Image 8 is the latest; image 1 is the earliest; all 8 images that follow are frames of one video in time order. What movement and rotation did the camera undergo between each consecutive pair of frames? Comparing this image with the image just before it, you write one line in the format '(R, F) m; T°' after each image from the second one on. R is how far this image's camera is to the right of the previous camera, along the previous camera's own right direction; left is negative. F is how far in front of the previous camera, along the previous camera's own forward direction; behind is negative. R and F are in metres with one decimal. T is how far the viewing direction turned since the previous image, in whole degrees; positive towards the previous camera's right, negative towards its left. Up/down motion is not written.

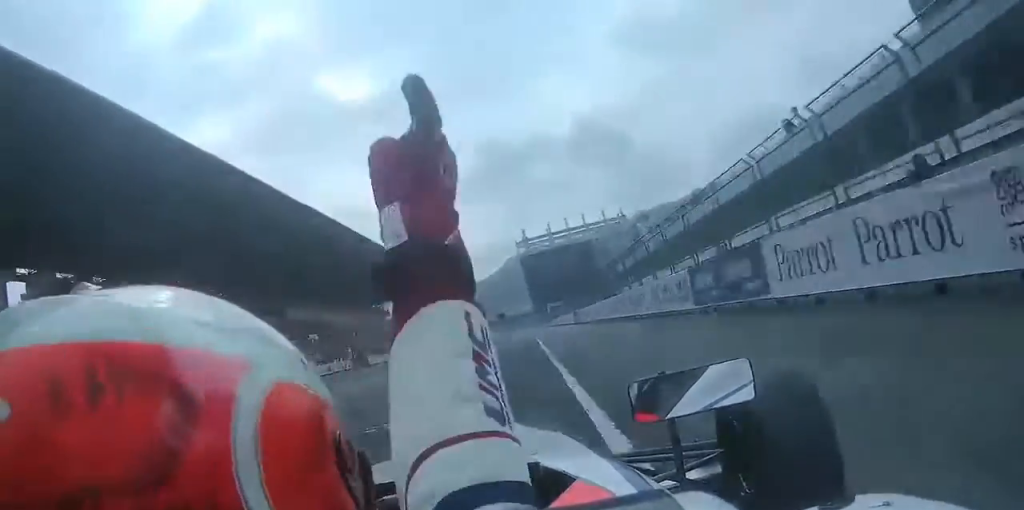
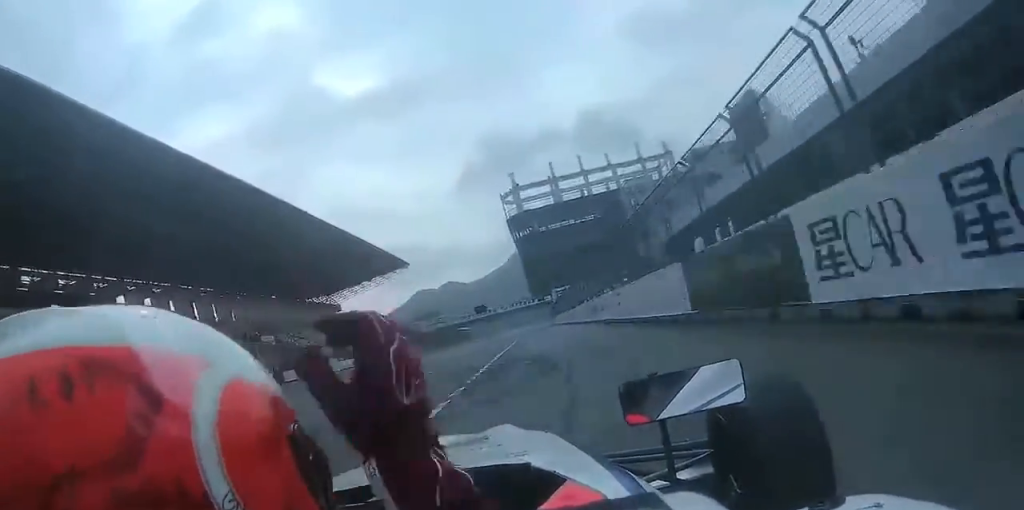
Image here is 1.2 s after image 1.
(-1.2, +62.3) m; -2°
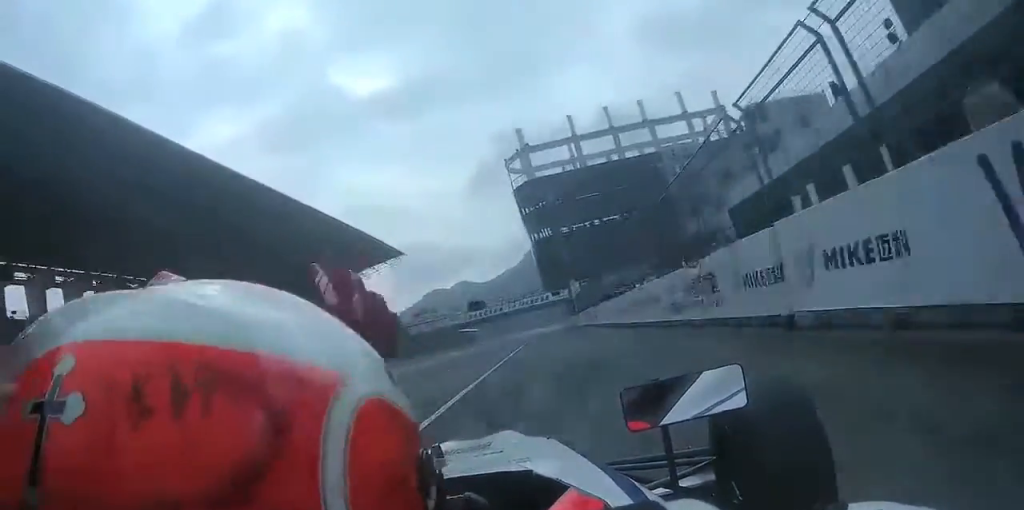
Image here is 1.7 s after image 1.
(-0.2, +21.2) m; -1°
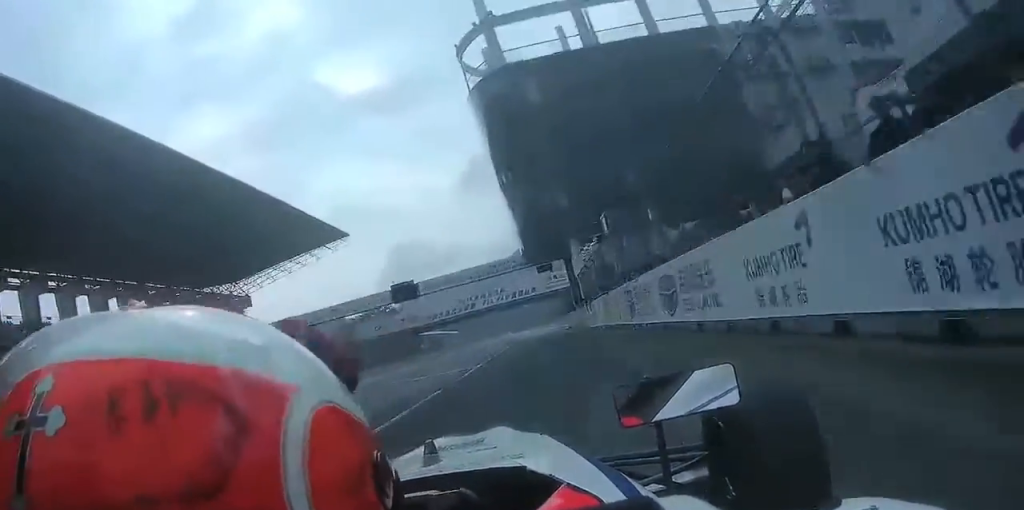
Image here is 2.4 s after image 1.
(-0.2, +35.3) m; -1°
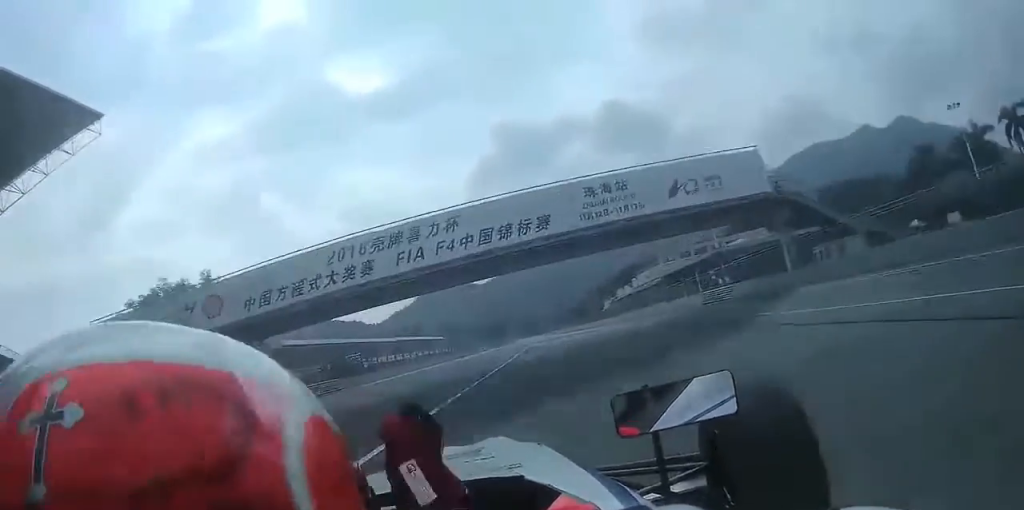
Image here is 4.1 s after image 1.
(-0.9, +75.8) m; -1°
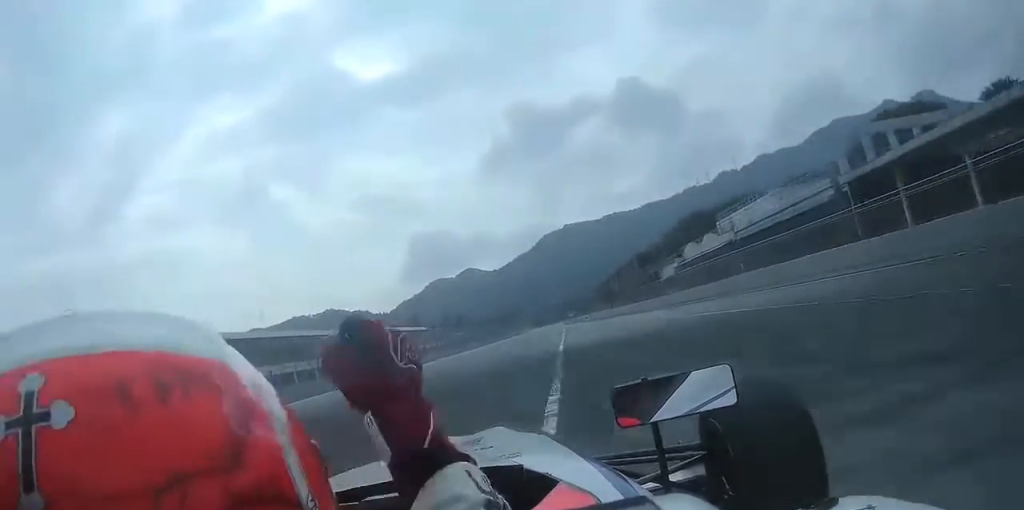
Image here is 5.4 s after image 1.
(-0.1, +53.1) m; -1°
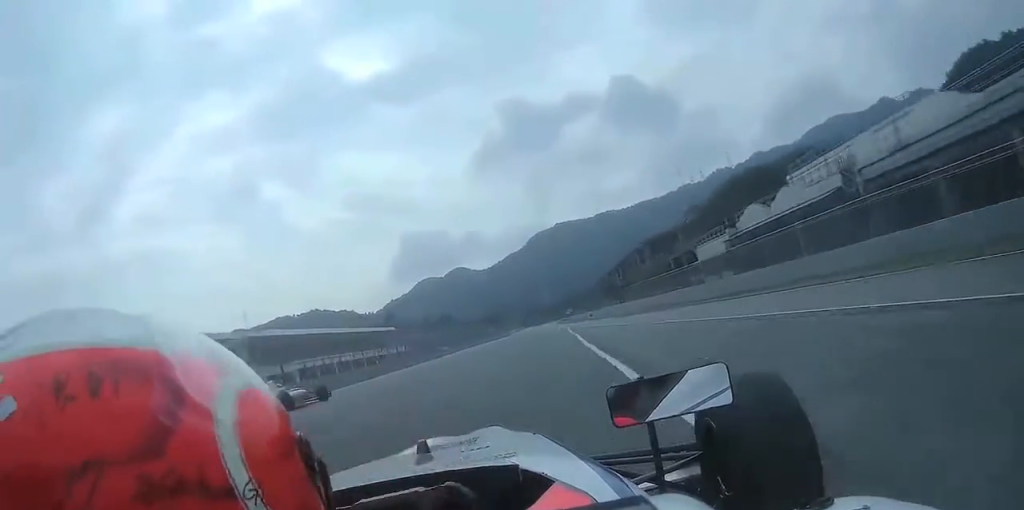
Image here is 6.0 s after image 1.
(-0.3, +25.4) m; -1°
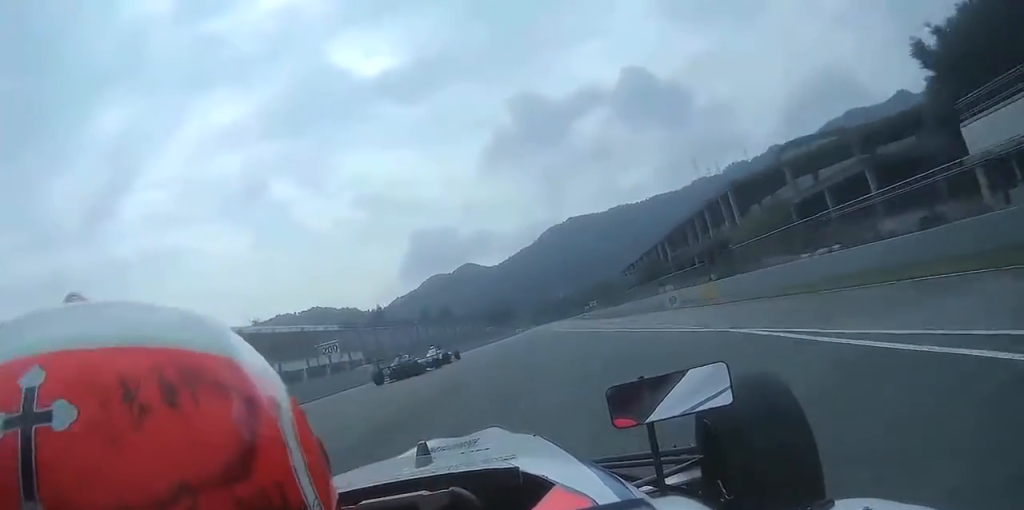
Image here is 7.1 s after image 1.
(-0.4, +42.6) m; -1°
